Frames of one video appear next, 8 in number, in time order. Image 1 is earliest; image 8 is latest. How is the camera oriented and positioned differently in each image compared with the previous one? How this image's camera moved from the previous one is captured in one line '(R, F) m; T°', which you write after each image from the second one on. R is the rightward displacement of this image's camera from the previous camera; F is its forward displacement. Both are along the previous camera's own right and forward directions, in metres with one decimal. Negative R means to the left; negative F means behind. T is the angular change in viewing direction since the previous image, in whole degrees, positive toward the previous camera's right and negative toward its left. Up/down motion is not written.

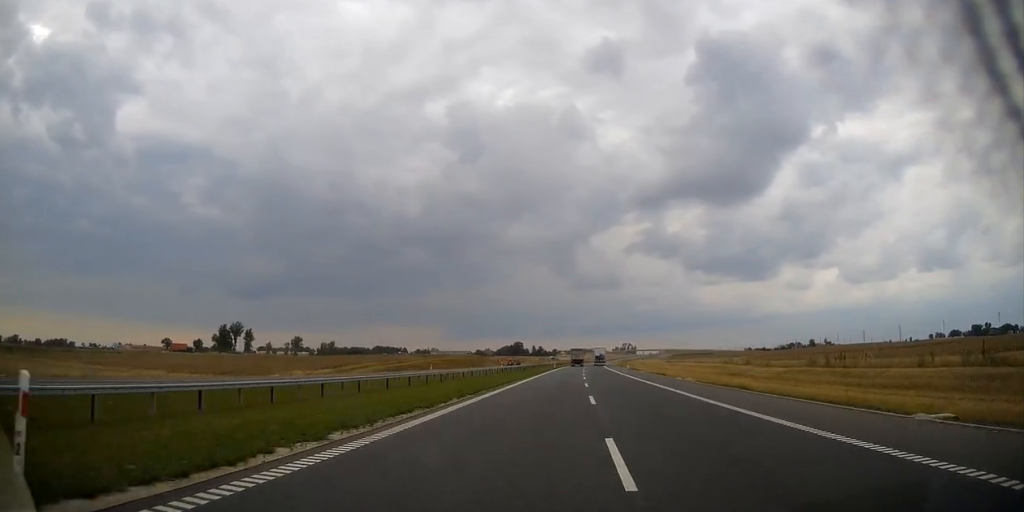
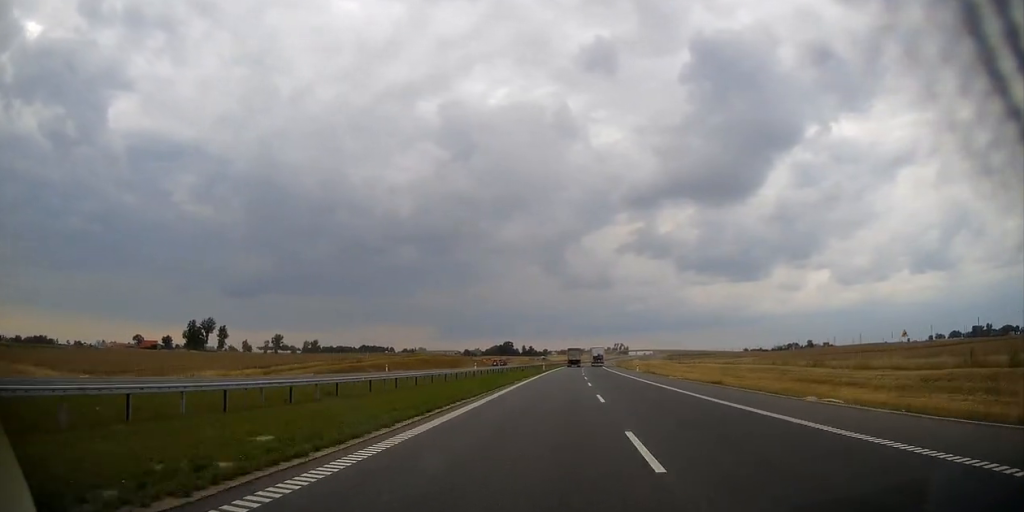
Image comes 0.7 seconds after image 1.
(+0.1, +23.3) m; +1°
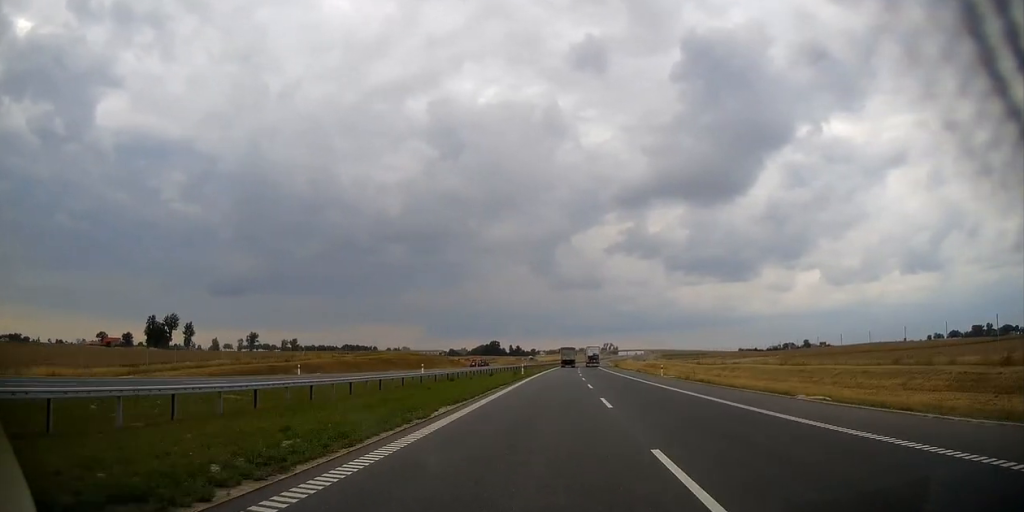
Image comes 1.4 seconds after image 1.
(+0.1, +26.6) m; +1°
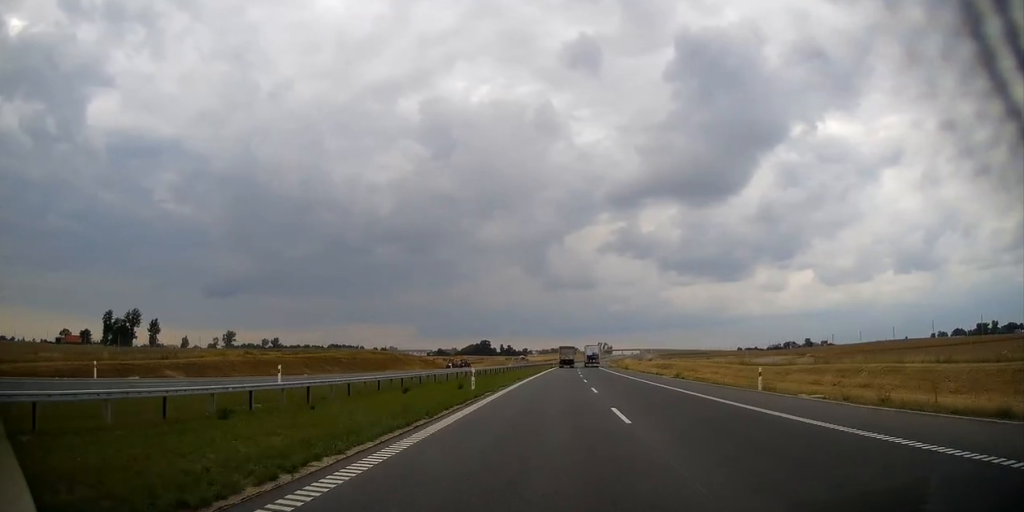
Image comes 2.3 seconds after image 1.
(+0.2, +28.6) m; +1°
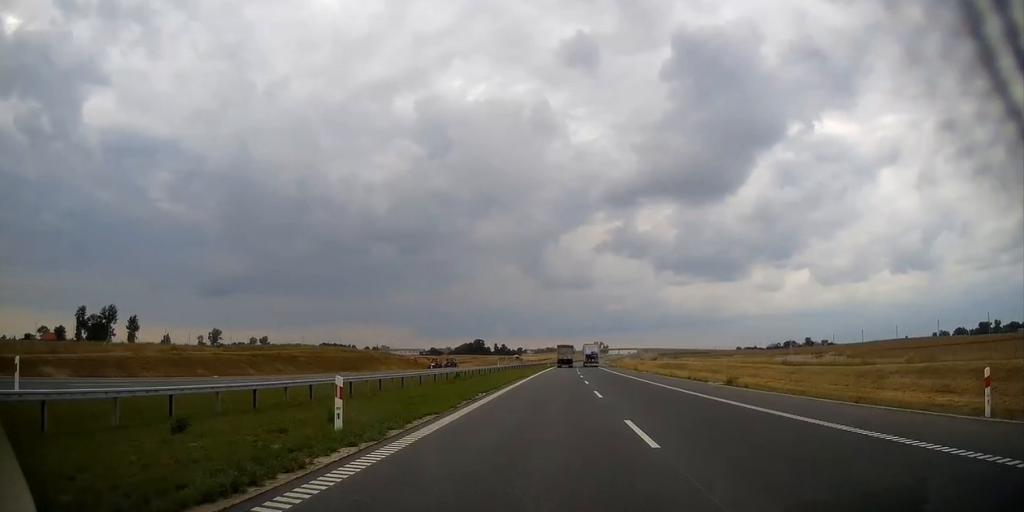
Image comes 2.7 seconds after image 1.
(+0.1, +15.8) m; 0°
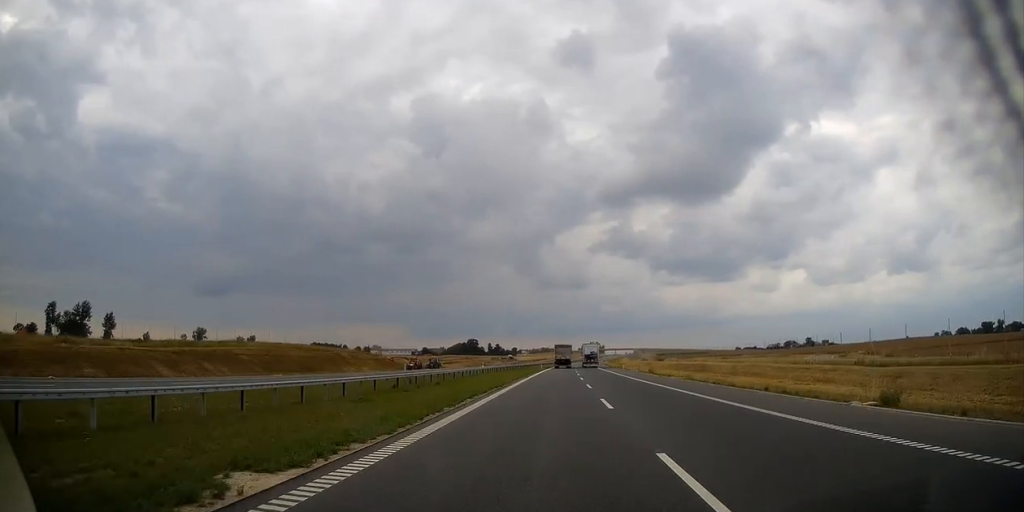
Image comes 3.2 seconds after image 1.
(0.0, +16.9) m; 0°
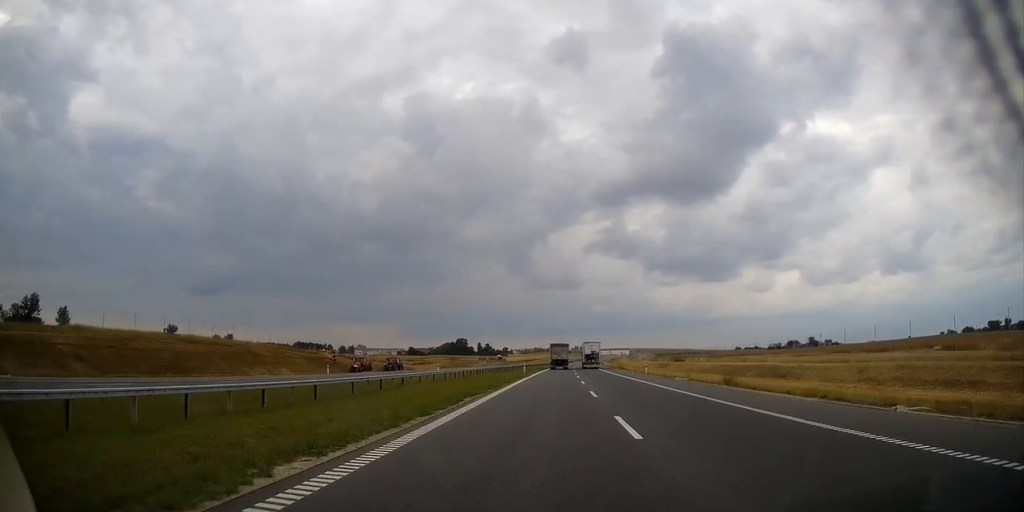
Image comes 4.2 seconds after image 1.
(+0.2, +30.8) m; +1°
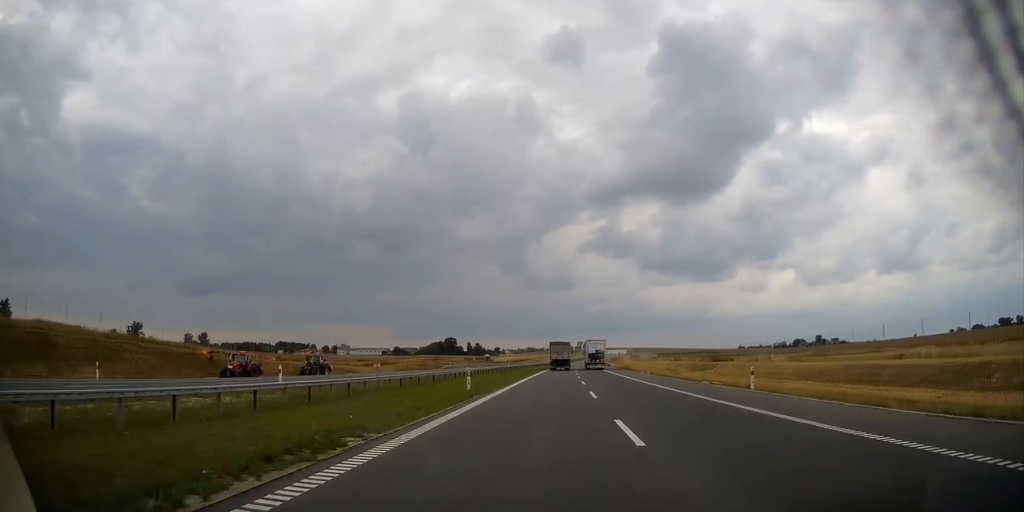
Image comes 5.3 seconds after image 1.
(+0.3, +36.4) m; +1°
